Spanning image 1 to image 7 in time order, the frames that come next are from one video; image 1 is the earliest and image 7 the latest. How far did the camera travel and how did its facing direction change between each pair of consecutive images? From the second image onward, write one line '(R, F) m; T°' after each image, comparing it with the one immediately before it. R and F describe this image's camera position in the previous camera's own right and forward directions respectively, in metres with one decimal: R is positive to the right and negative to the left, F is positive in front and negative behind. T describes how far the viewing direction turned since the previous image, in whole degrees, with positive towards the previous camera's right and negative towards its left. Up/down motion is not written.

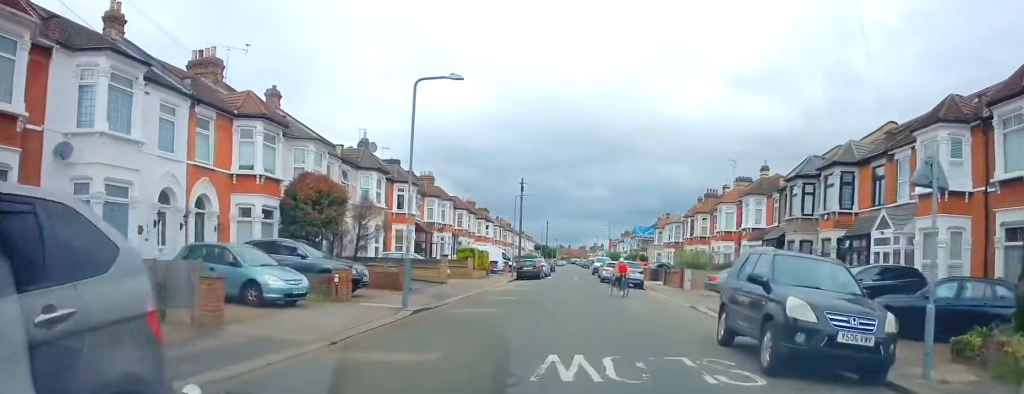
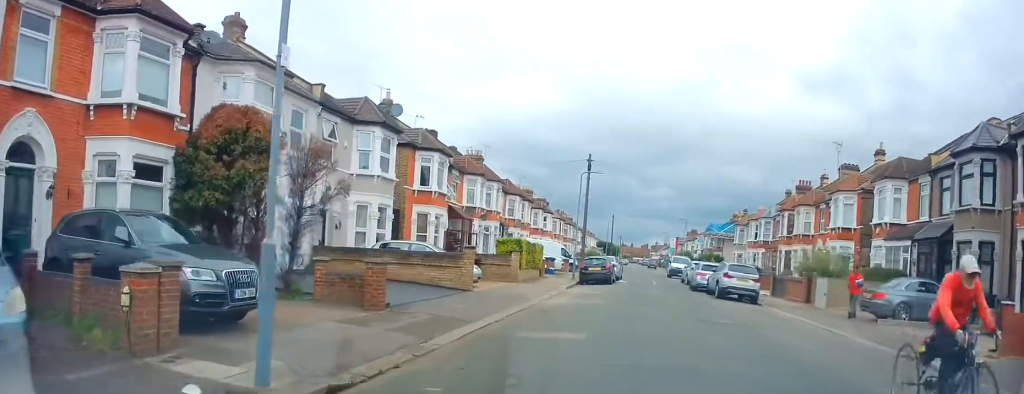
(-0.5, +10.2) m; -2°
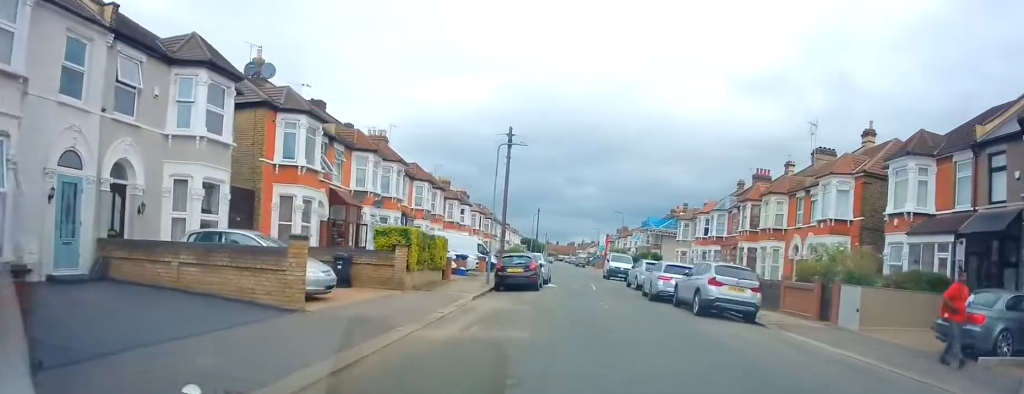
(+0.4, +7.9) m; +6°
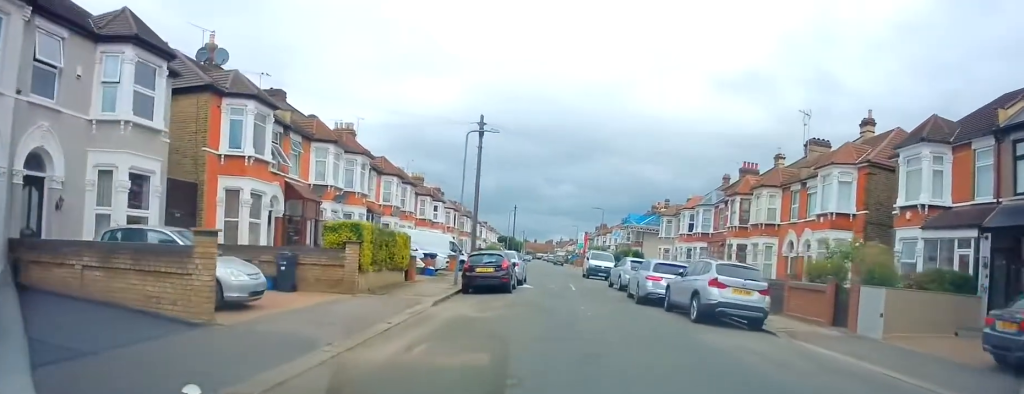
(+0.1, +2.3) m; +2°
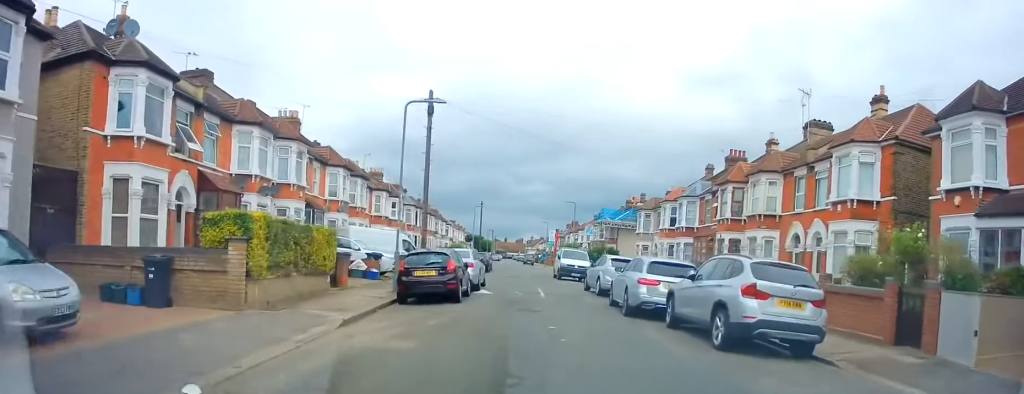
(+0.2, +4.4) m; +3°
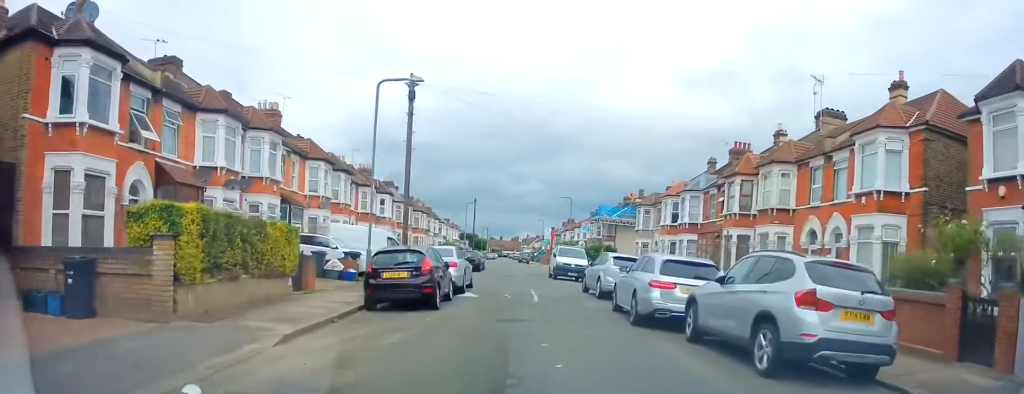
(0.0, +2.2) m; 0°
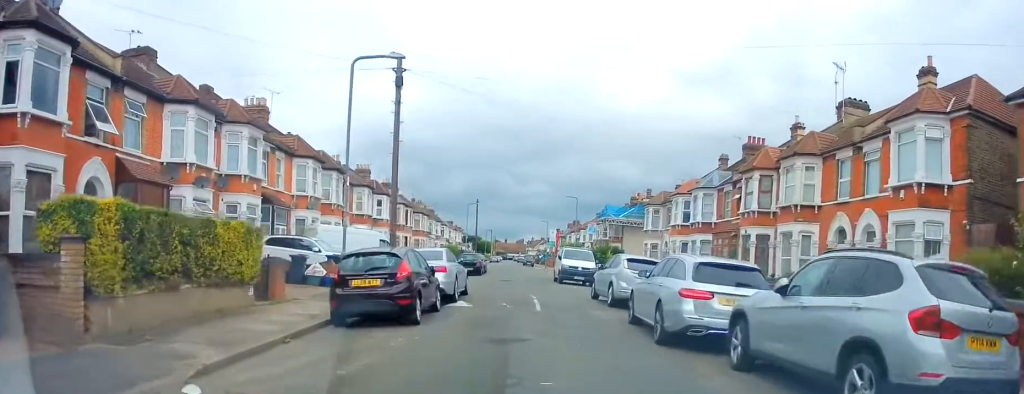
(0.0, +2.2) m; 0°
